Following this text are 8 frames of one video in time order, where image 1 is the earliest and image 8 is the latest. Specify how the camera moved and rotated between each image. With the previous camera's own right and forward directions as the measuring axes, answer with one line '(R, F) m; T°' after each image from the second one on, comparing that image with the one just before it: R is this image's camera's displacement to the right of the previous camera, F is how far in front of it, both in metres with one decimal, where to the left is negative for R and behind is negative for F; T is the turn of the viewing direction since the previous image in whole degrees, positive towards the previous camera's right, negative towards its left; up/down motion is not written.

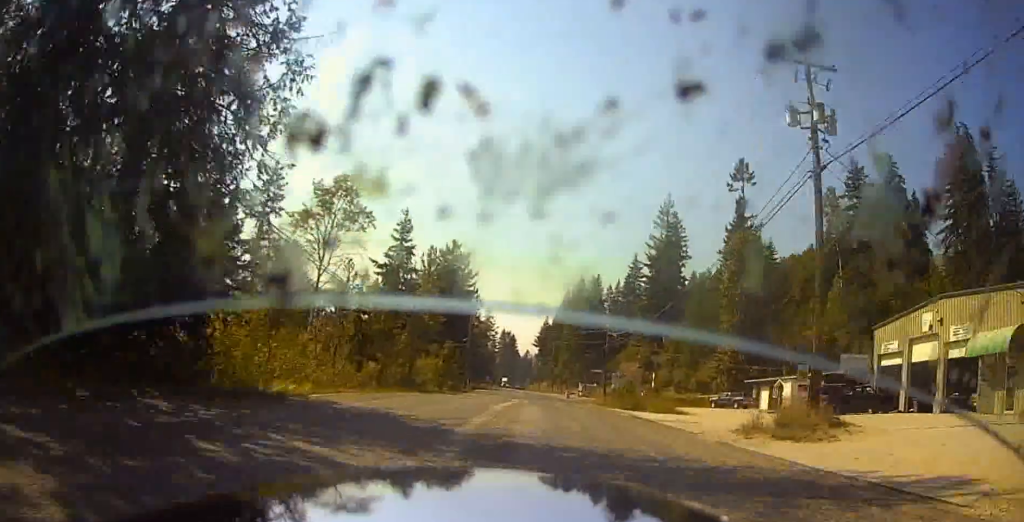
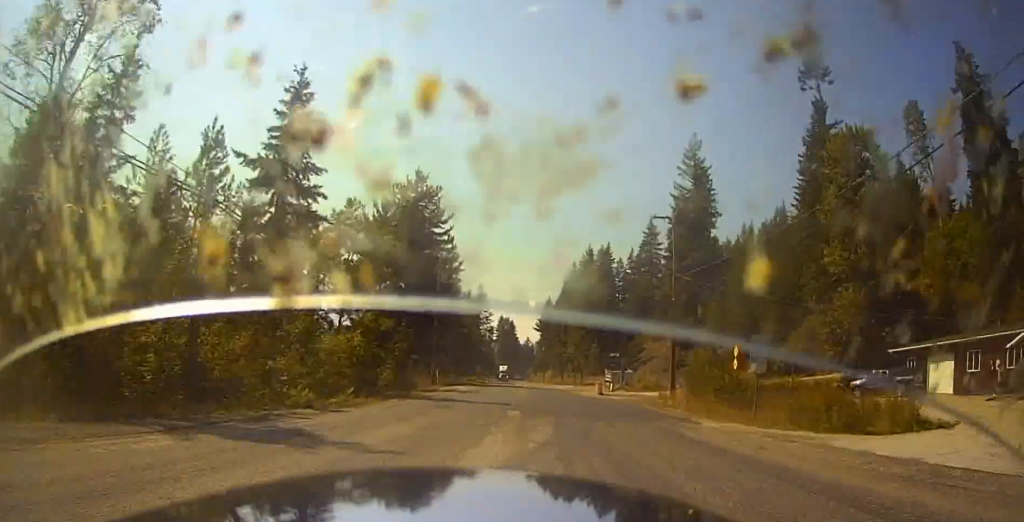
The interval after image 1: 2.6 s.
(+0.9, +33.0) m; +2°
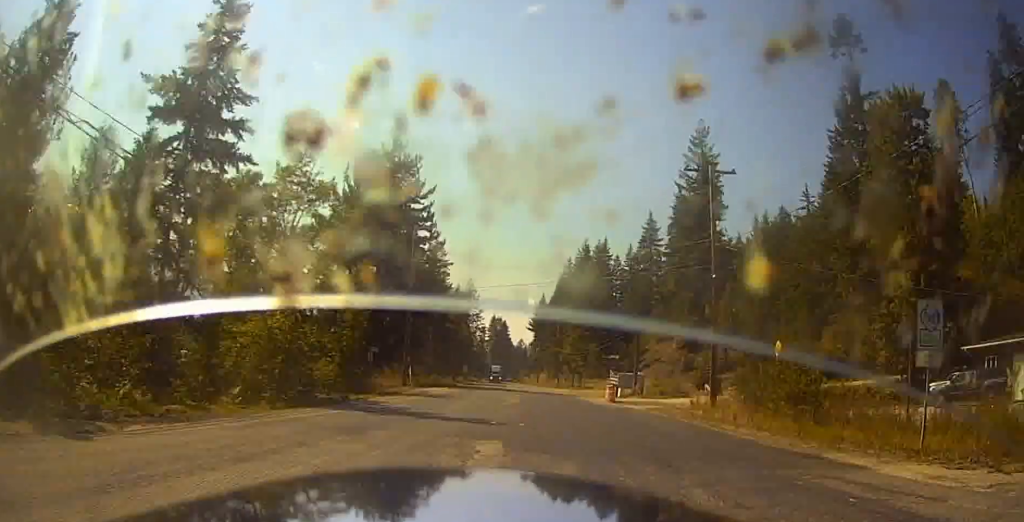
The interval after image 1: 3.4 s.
(+0.1, +10.2) m; -1°
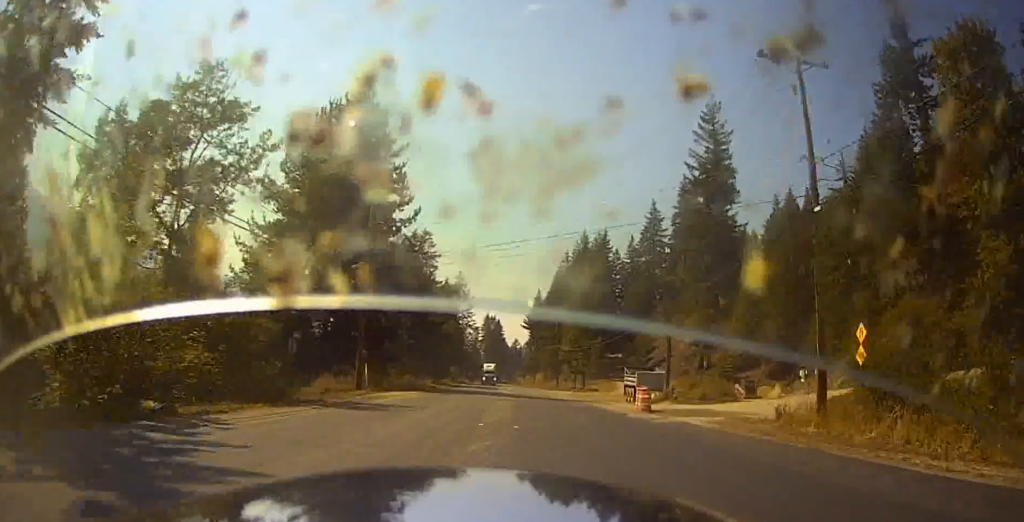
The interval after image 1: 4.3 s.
(-0.6, +12.0) m; -3°
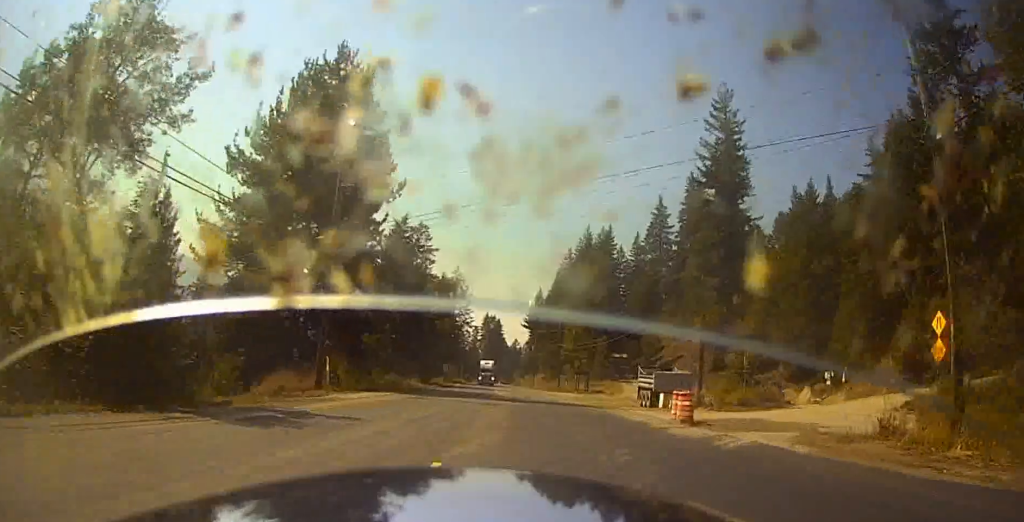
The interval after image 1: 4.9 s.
(0.0, +7.0) m; 0°
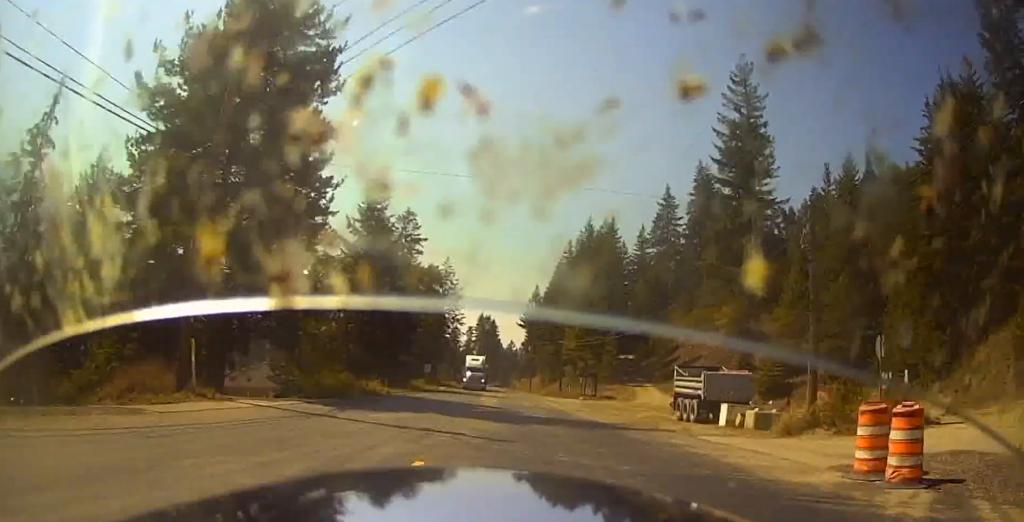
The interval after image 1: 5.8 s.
(0.0, +12.4) m; 0°
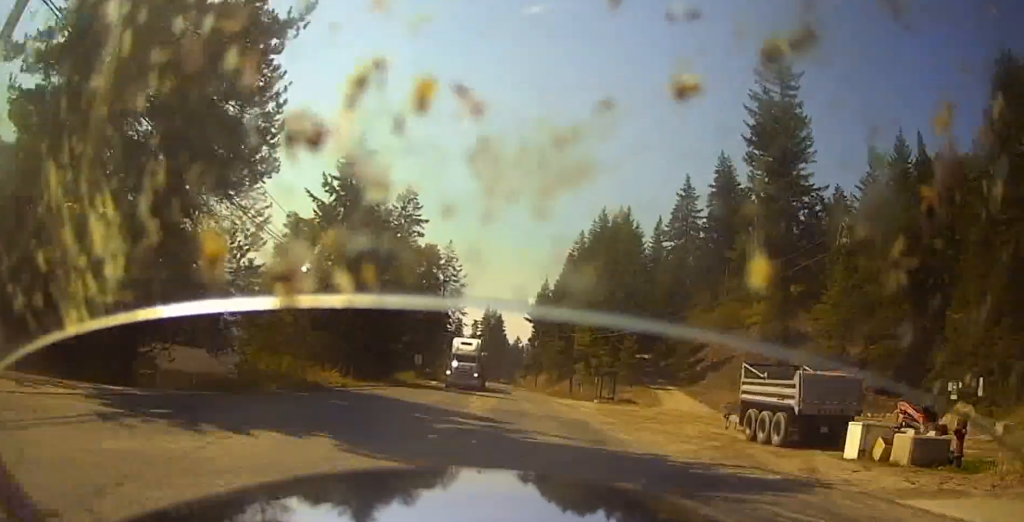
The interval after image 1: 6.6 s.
(0.0, +10.3) m; 0°
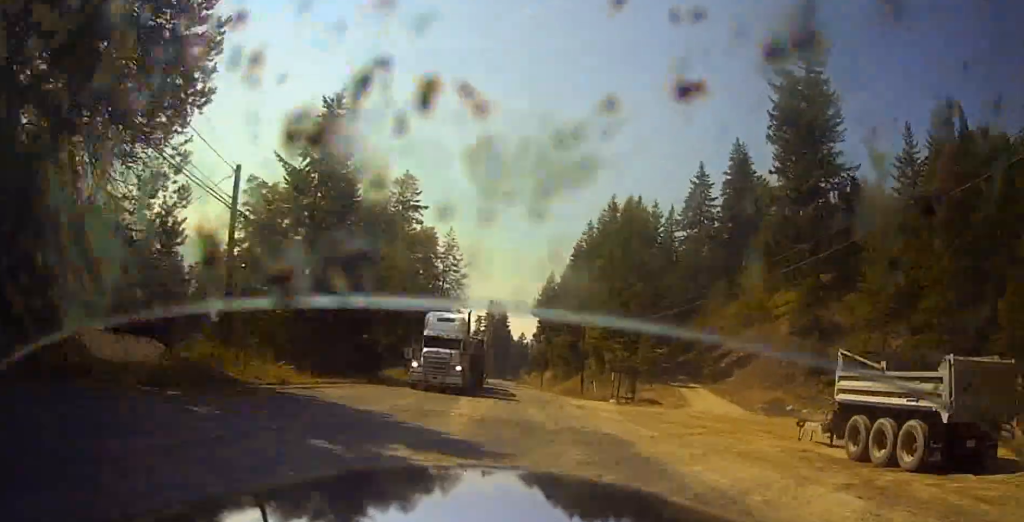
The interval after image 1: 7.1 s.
(0.0, +7.7) m; 0°
